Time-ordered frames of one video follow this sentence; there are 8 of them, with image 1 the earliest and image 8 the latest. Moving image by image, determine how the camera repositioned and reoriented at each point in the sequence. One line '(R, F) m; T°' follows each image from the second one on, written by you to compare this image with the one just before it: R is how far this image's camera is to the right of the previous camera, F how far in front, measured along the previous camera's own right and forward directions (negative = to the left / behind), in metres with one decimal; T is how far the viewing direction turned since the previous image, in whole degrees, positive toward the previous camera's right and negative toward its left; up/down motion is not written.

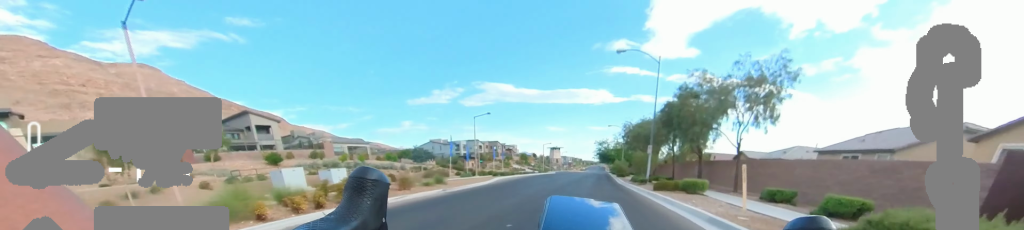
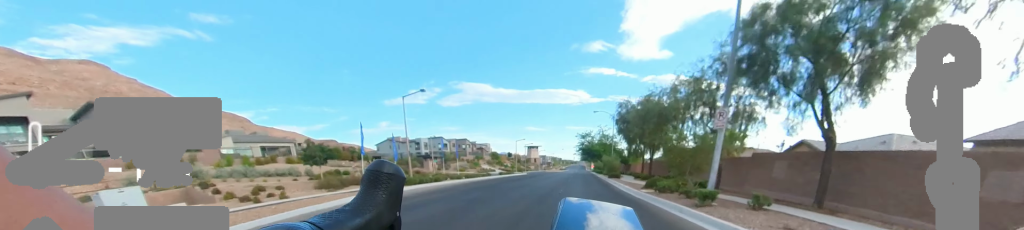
(+0.8, +14.5) m; +9°
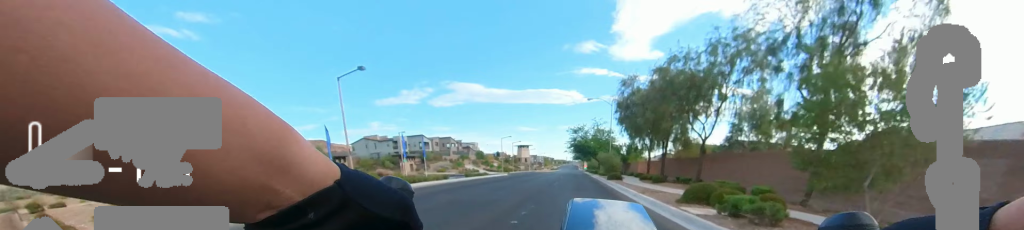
(+1.1, +8.1) m; +3°
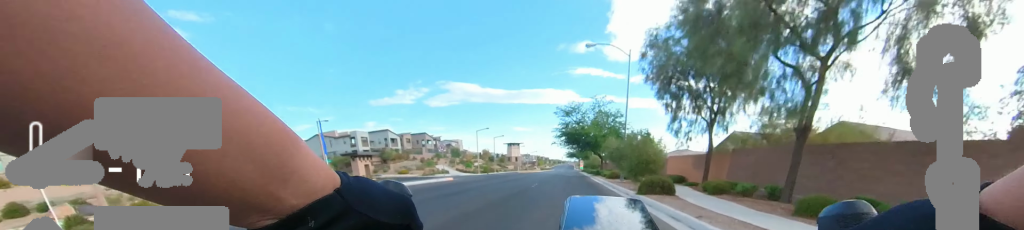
(-1.3, +15.5) m; -6°
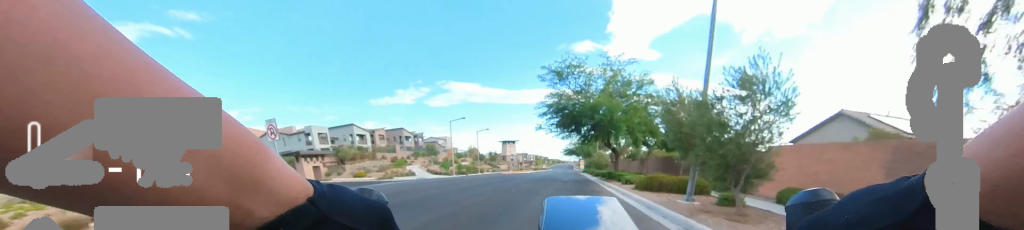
(-0.1, +13.4) m; 0°
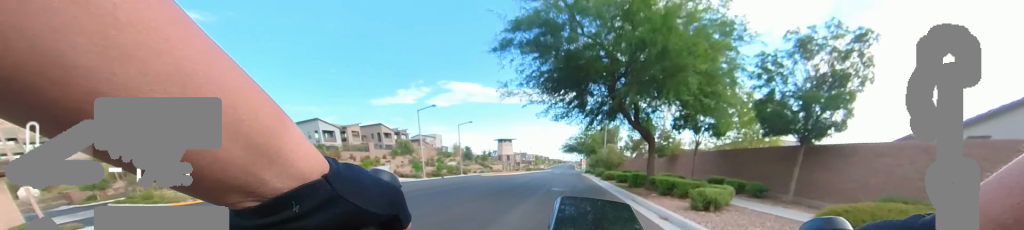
(0.0, +10.5) m; 0°
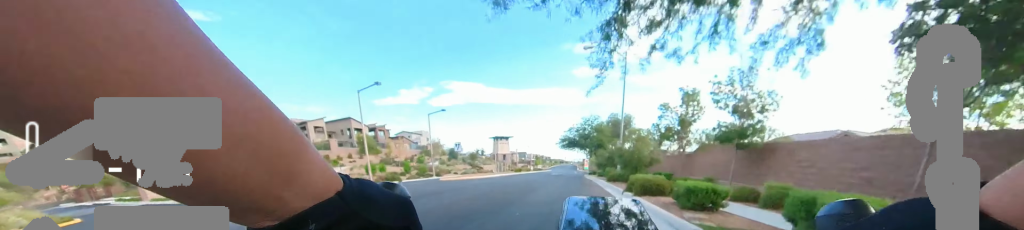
(0.0, +11.7) m; 0°
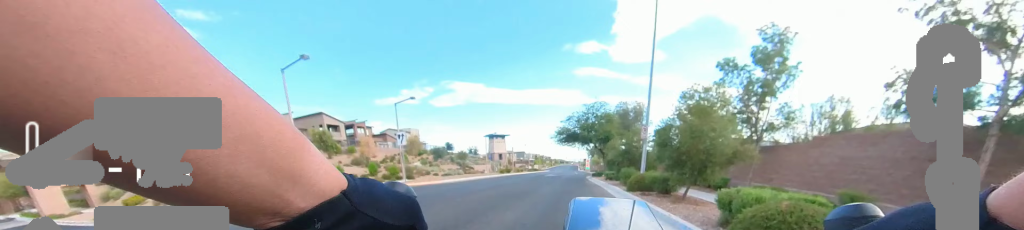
(0.0, +8.3) m; 0°
